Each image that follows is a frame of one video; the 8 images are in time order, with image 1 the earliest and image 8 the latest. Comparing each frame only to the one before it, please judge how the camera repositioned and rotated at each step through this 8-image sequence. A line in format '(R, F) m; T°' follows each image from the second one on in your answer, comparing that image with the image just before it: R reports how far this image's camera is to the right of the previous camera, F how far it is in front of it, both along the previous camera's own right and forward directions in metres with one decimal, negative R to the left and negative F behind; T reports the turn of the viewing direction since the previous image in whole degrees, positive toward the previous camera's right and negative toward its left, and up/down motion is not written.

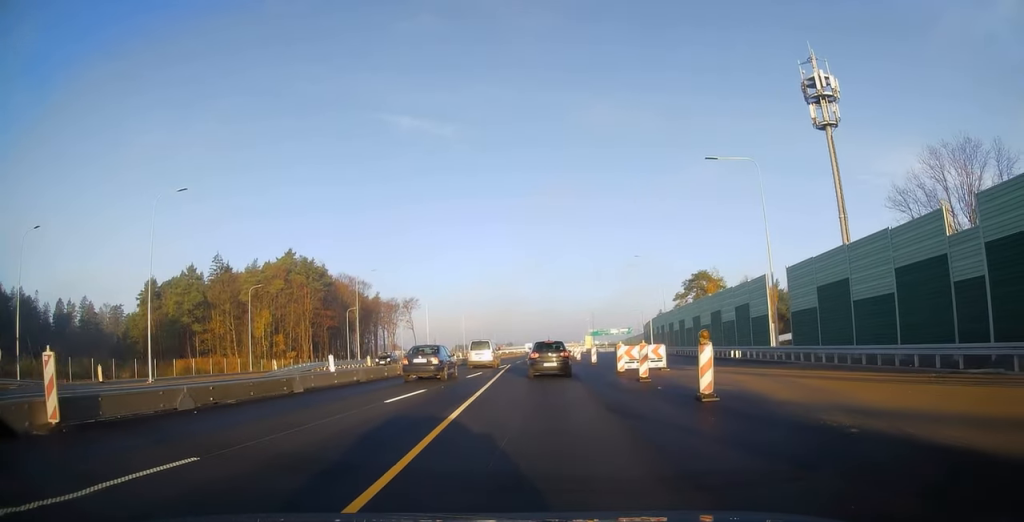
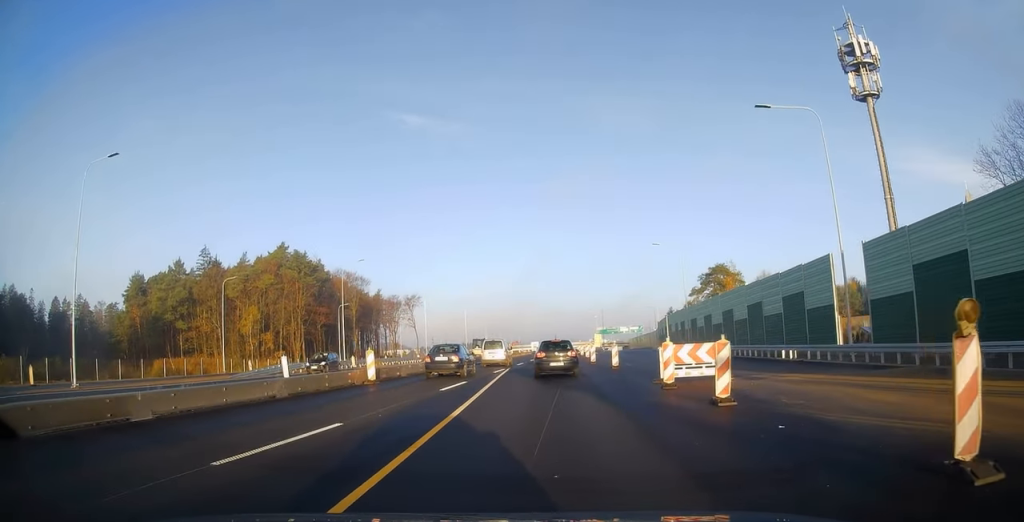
(-0.2, +8.4) m; 0°
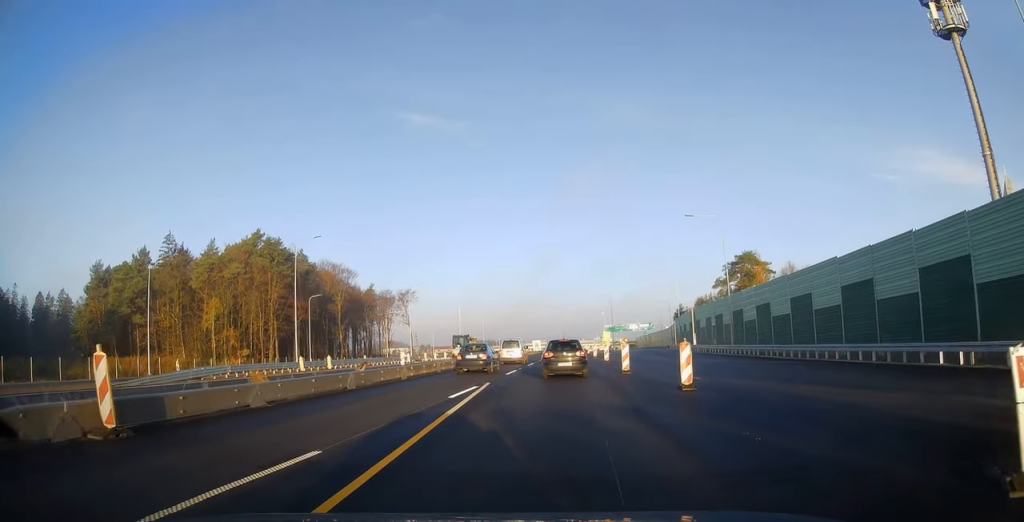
(-0.1, +15.0) m; -1°
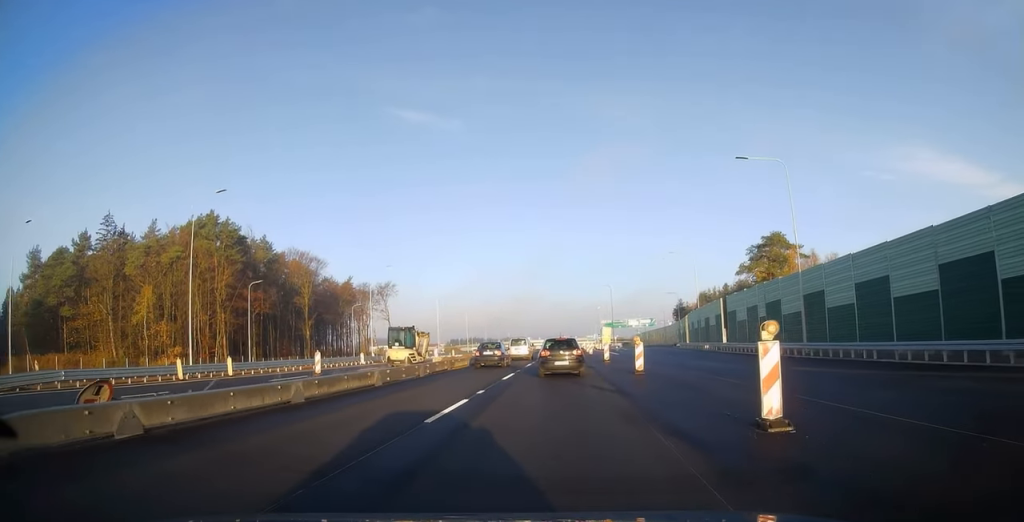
(0.0, +17.2) m; 0°
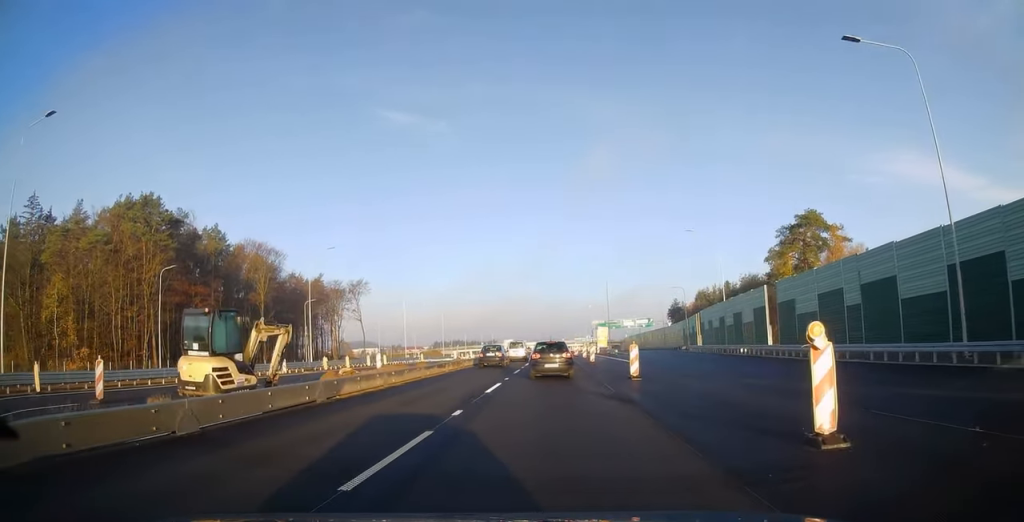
(+0.2, +16.8) m; +2°
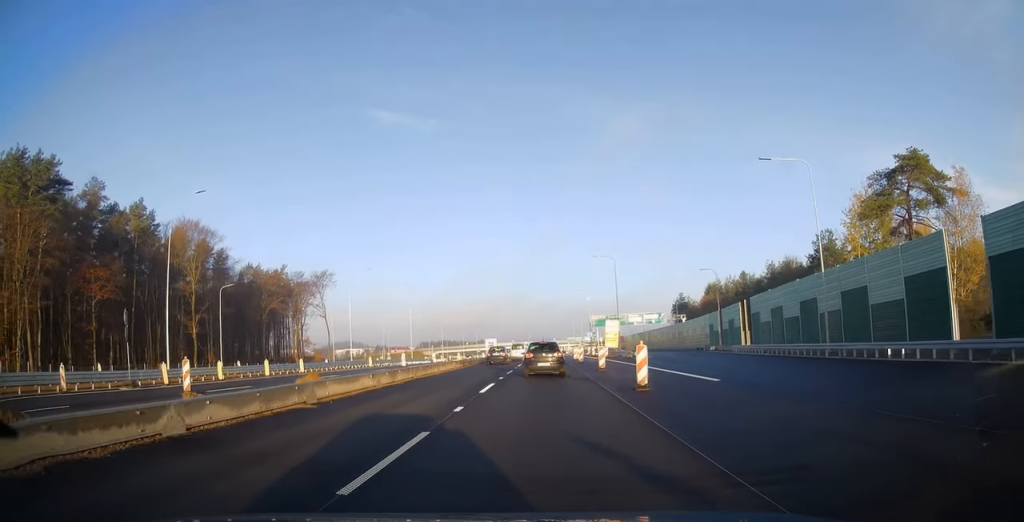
(+0.3, +24.3) m; +1°
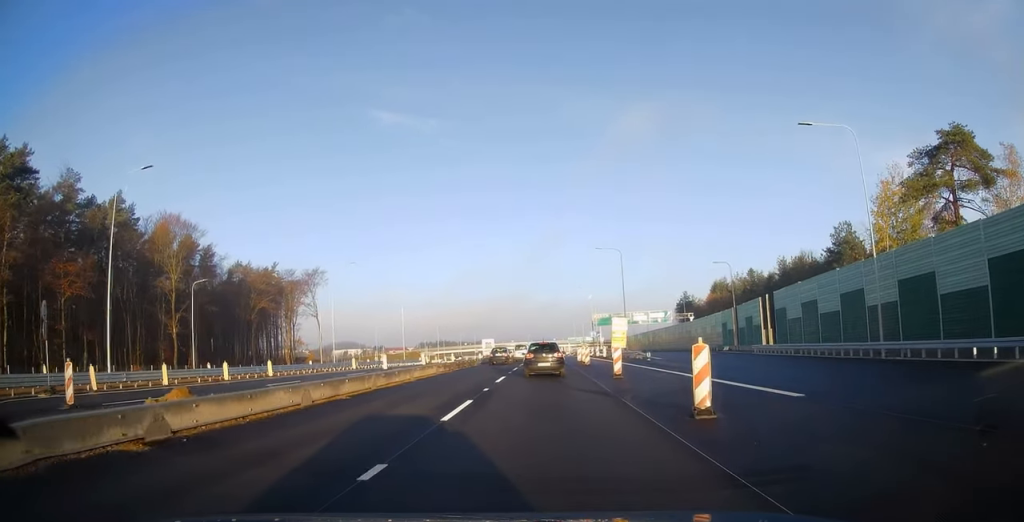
(0.0, +6.4) m; 0°
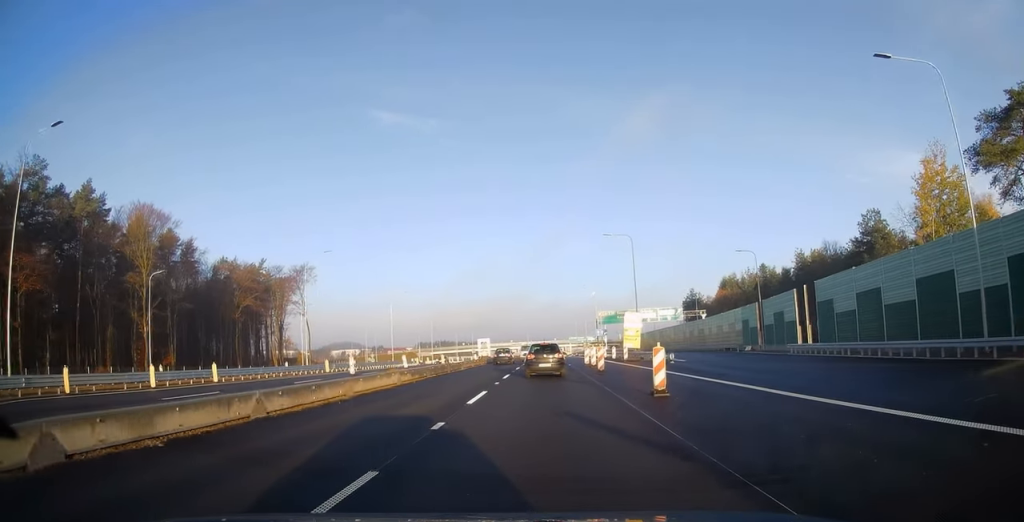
(0.0, +8.5) m; 0°
